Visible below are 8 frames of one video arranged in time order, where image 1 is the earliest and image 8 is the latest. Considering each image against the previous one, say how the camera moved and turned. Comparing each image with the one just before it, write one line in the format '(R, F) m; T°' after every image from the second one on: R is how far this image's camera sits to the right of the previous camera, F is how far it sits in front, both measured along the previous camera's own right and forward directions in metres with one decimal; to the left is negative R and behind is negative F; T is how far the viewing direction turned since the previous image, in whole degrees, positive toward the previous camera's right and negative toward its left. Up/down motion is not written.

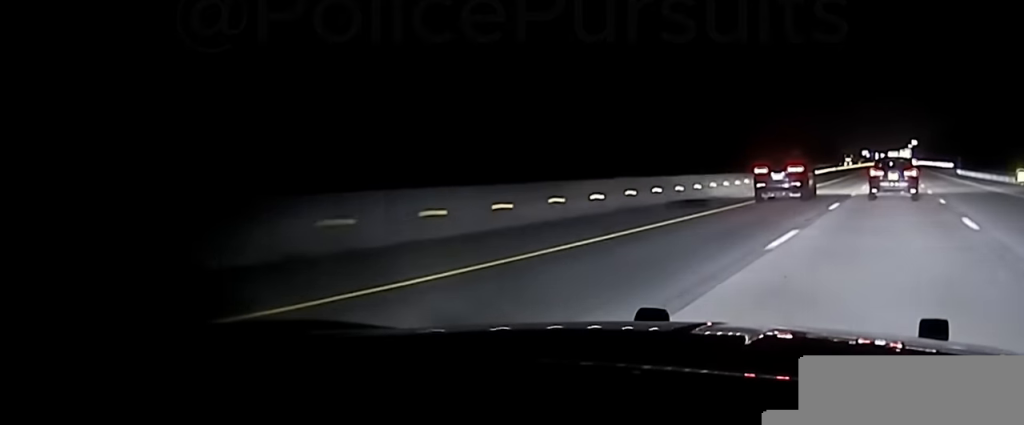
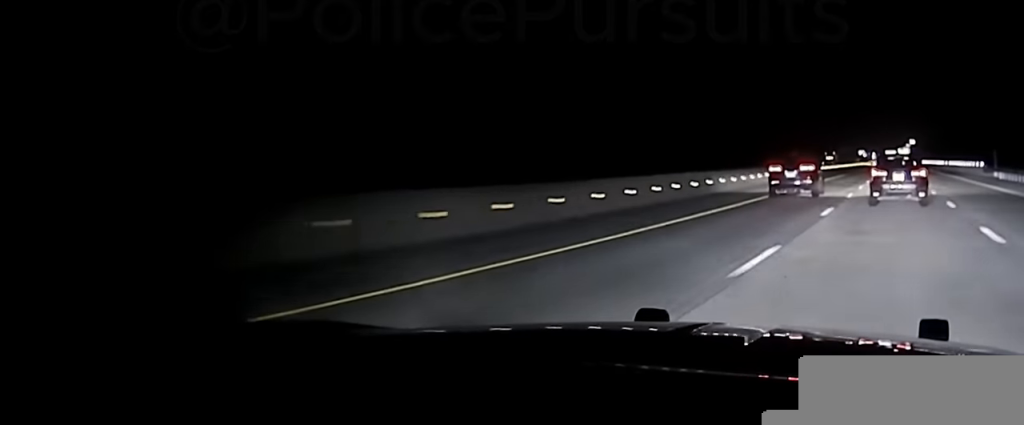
(+0.3, +49.2) m; 0°
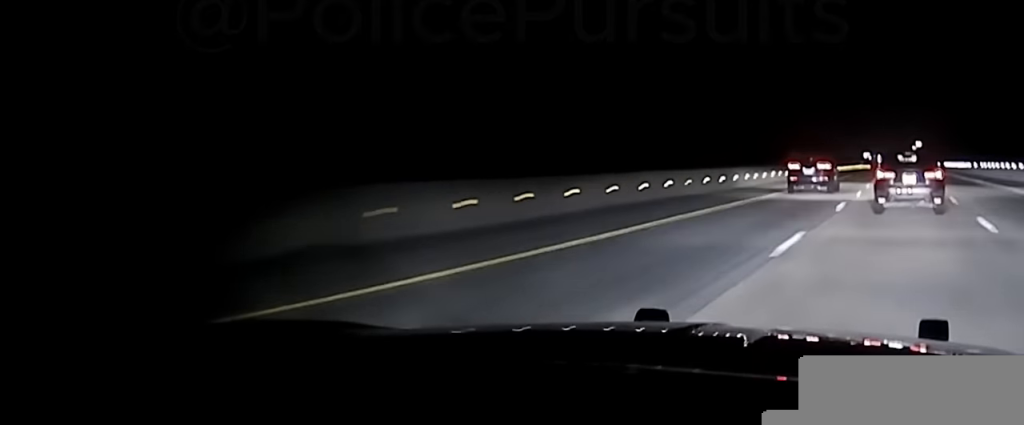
(-0.4, +41.7) m; -1°
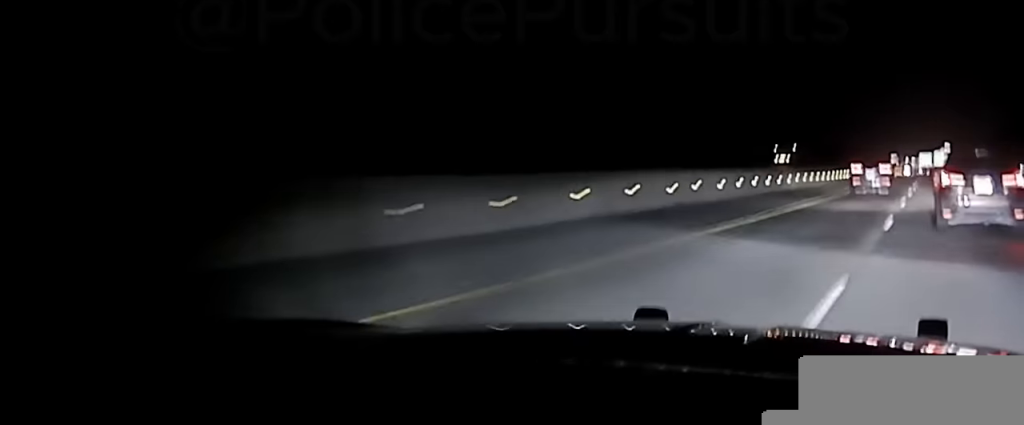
(-0.4, +42.8) m; -1°
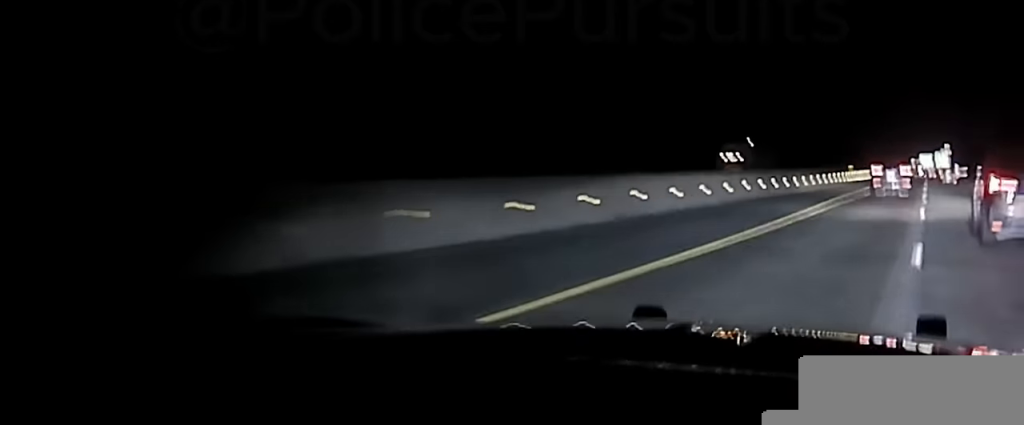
(-0.1, +22.5) m; 0°
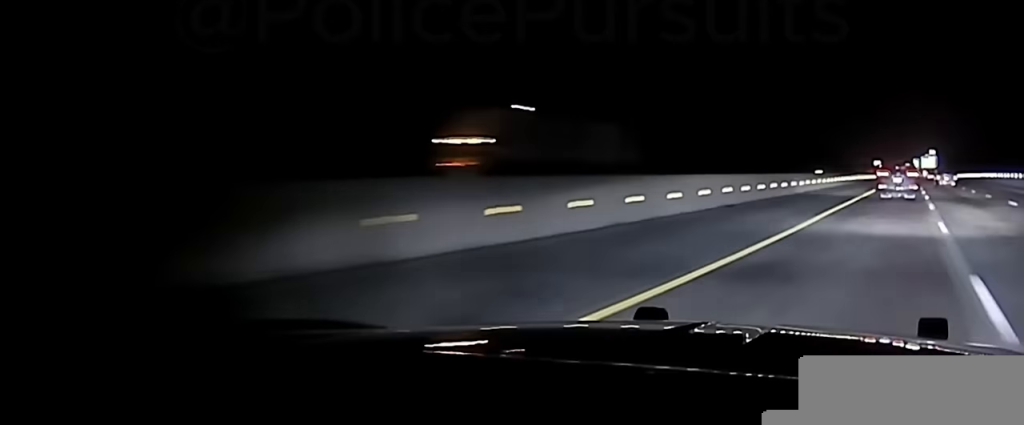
(-0.1, +32.0) m; +1°
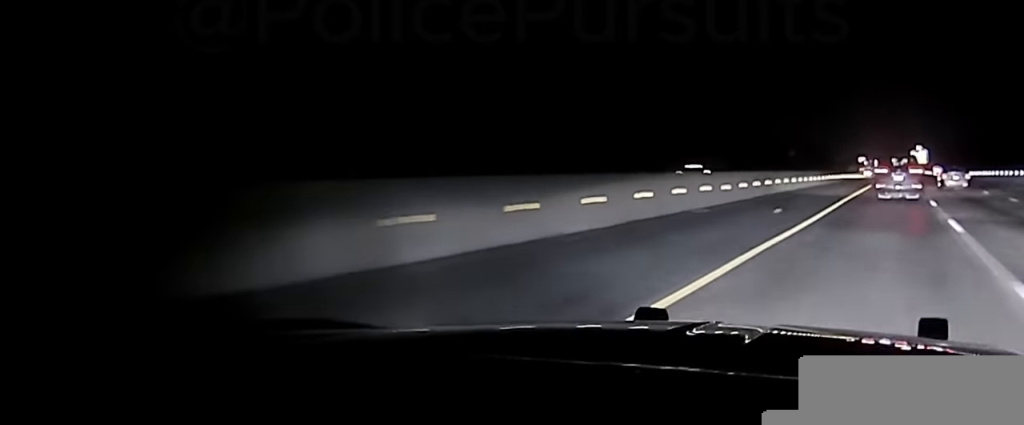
(+1.4, +68.8) m; +1°
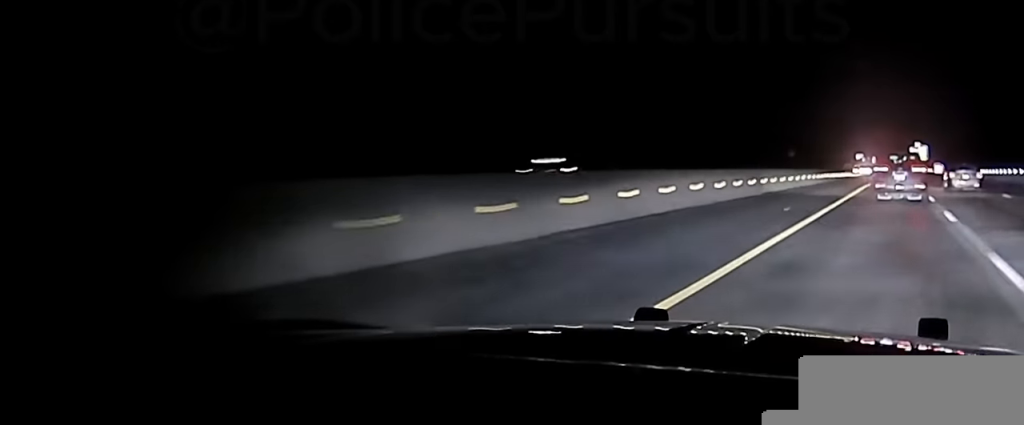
(0.0, +21.8) m; 0°
